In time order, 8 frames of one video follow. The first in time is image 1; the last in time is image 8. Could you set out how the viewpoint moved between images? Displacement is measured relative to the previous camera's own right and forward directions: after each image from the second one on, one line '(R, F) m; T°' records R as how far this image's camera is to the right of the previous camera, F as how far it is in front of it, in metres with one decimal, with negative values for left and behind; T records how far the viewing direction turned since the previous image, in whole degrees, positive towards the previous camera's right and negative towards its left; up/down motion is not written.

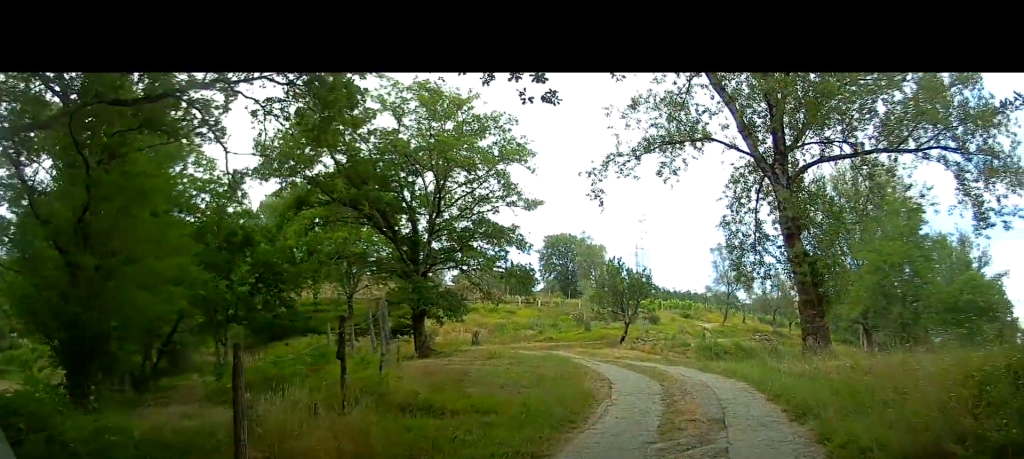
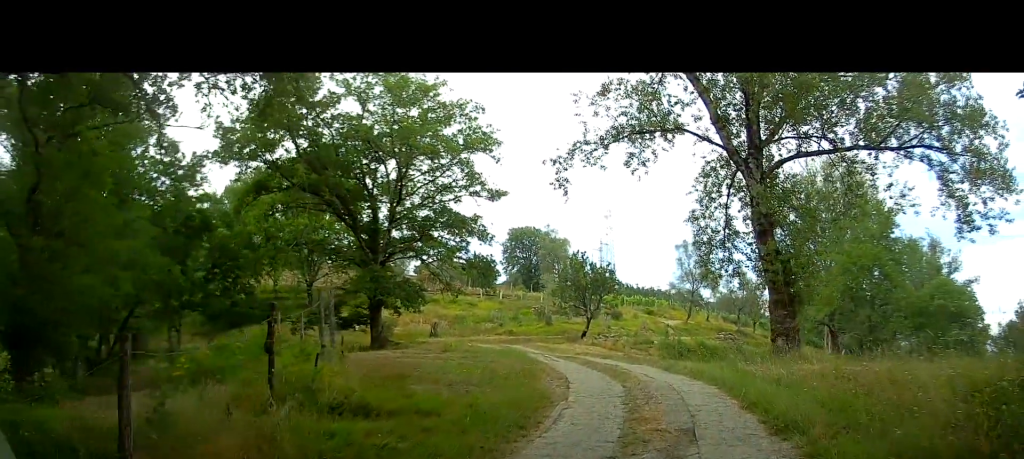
(+0.1, +0.9) m; +6°
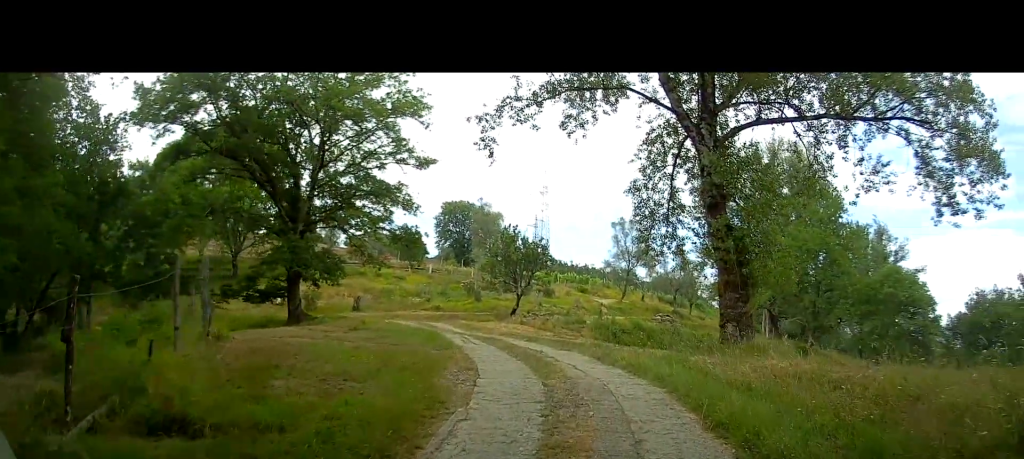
(+0.3, +2.2) m; +14°
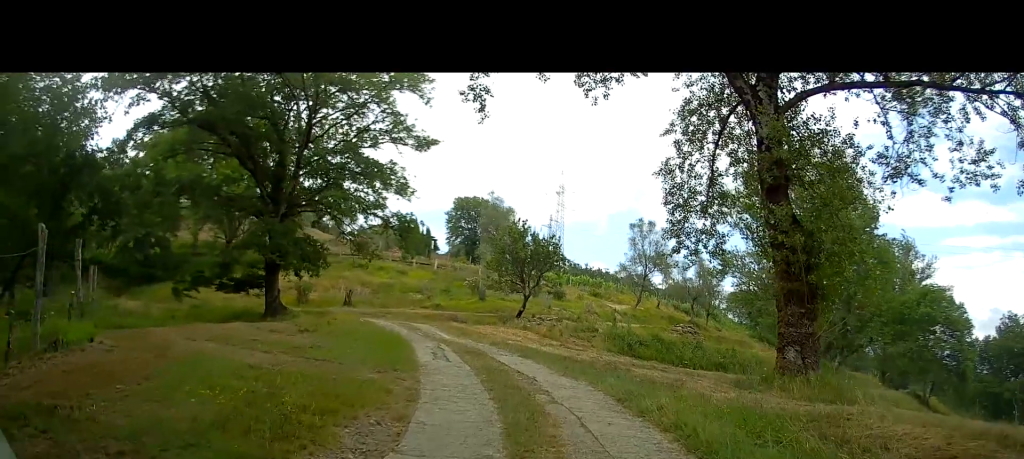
(+0.5, +4.0) m; +7°
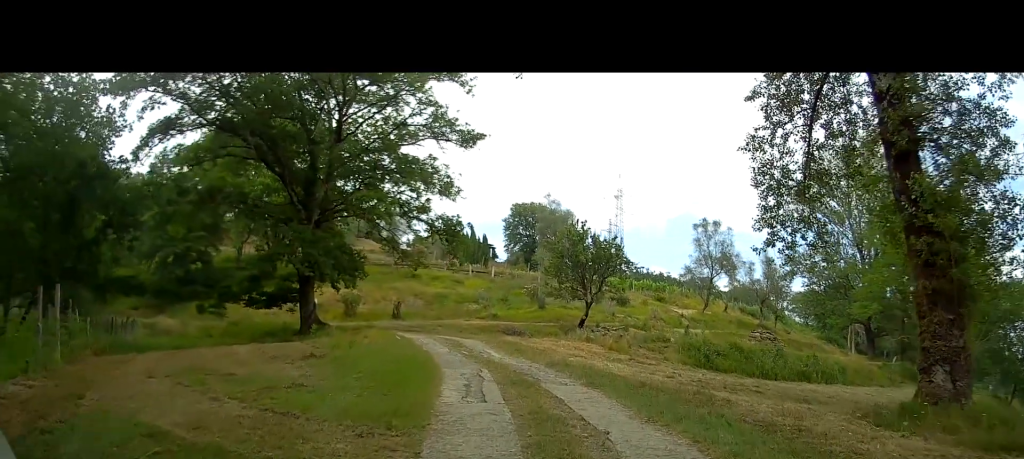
(0.0, +3.5) m; -2°
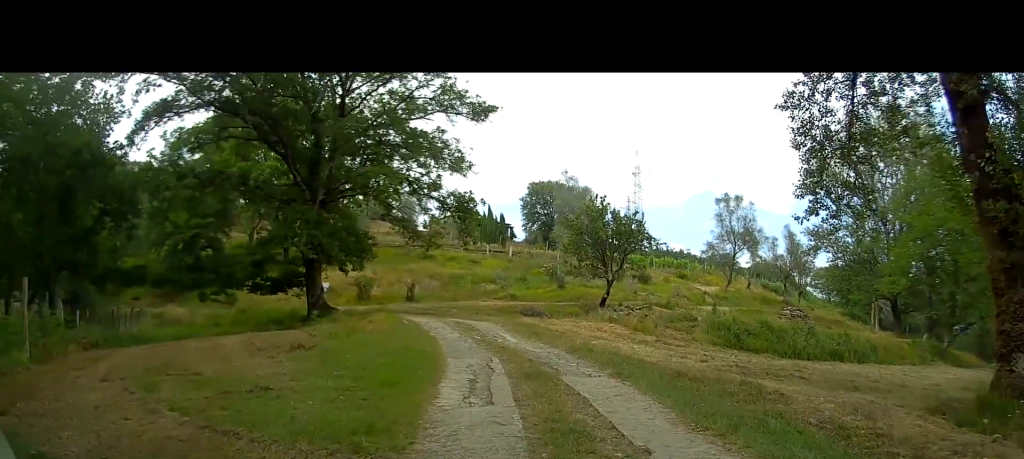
(0.0, +1.7) m; -5°
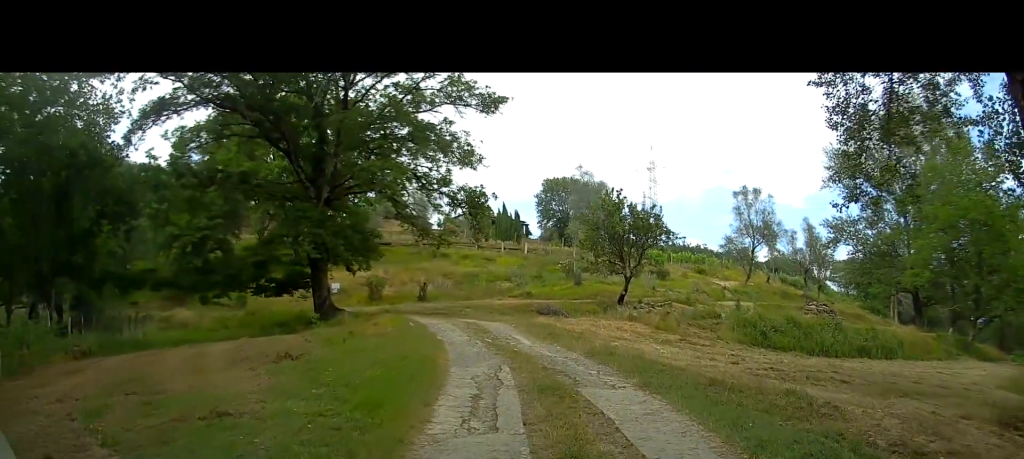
(-0.1, +1.3) m; -7°
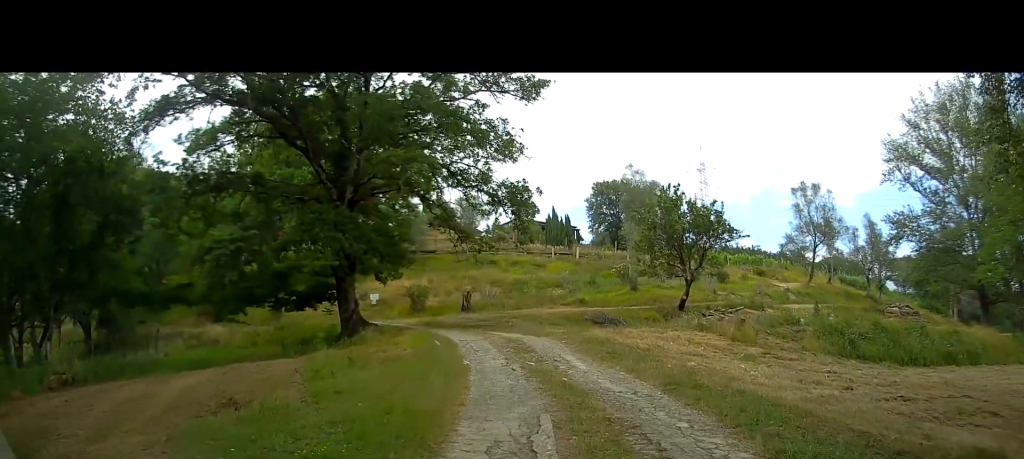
(-0.4, +3.3) m; -8°
